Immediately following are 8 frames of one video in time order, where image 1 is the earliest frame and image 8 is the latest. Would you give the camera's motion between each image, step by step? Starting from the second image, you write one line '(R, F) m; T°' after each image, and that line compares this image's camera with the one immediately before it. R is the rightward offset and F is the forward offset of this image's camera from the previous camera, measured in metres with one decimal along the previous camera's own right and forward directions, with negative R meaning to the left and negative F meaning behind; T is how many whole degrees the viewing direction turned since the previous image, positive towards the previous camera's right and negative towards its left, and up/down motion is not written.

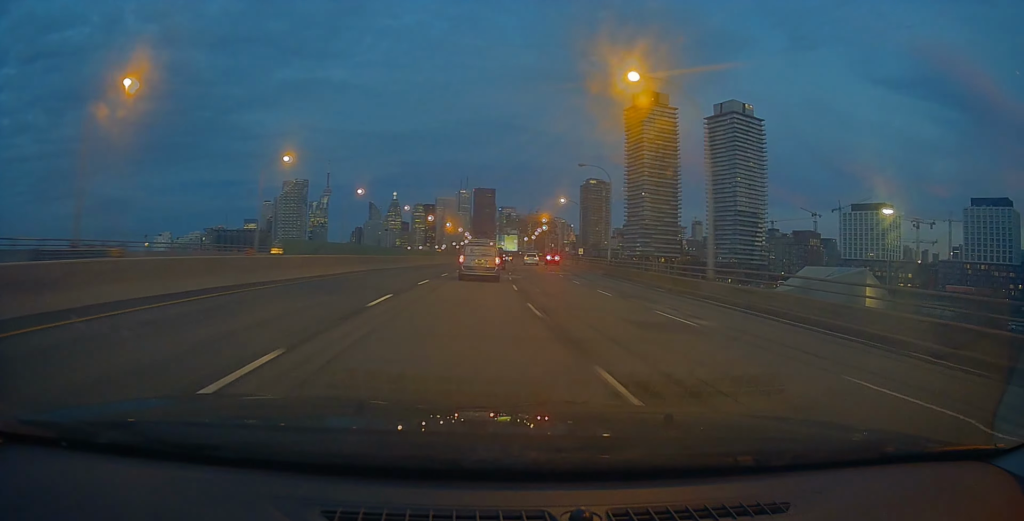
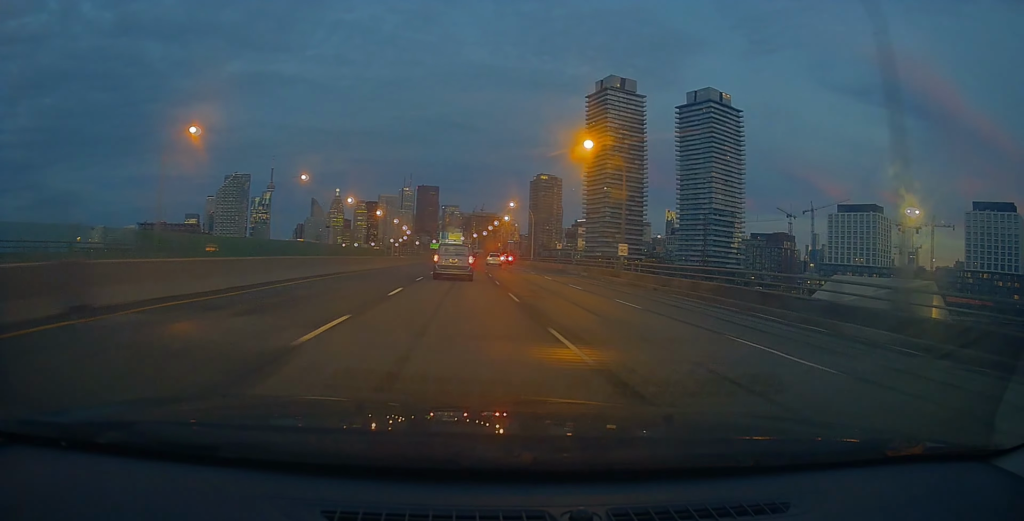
(+1.8, +40.6) m; +6°
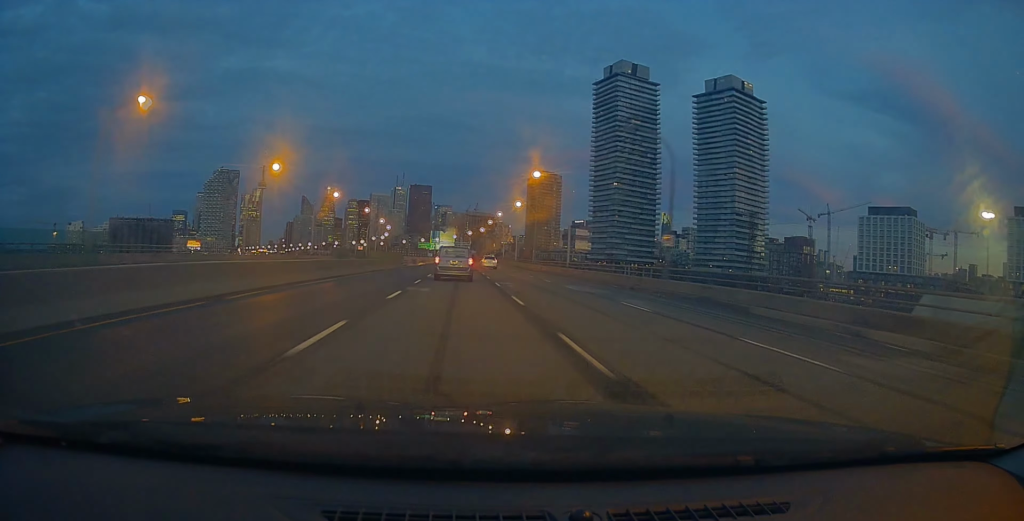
(+1.5, +36.5) m; +2°
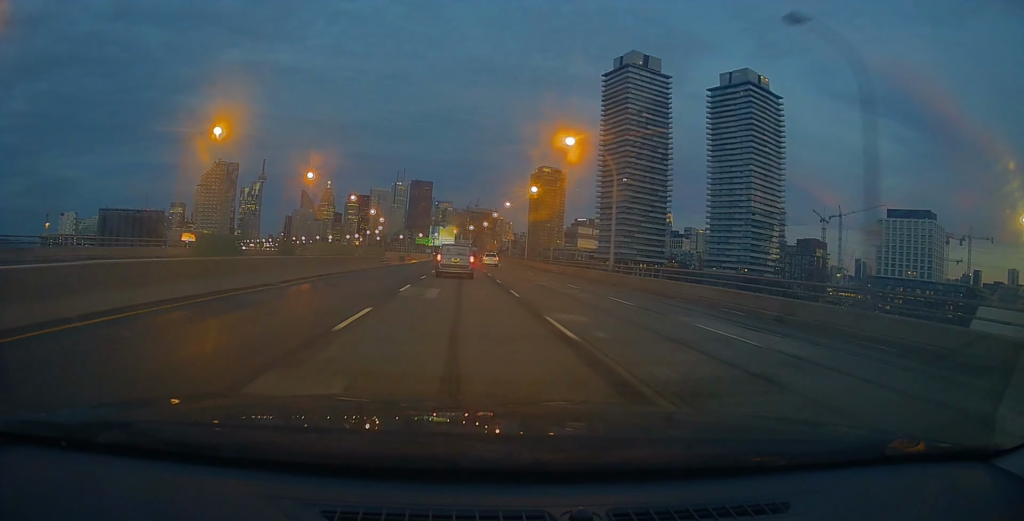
(-0.7, +15.8) m; 0°
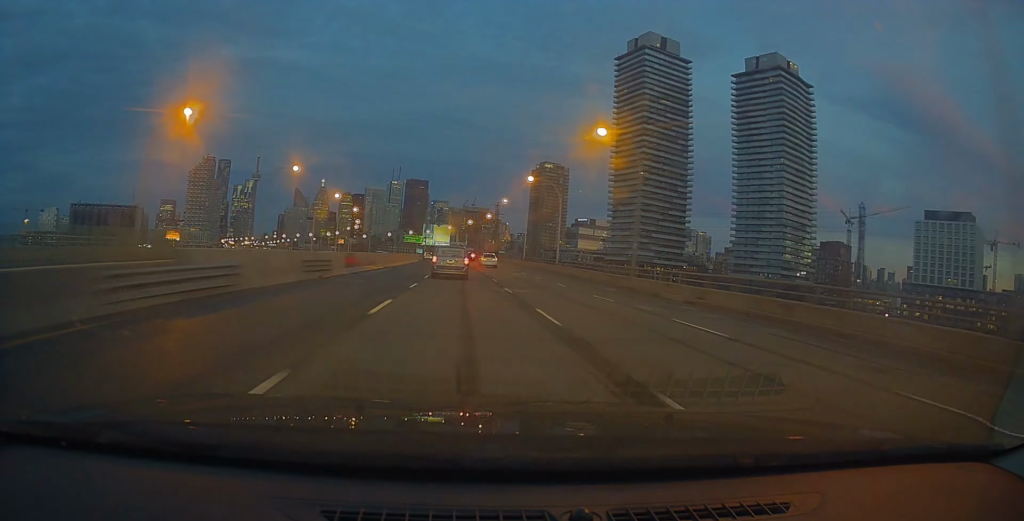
(+0.8, +32.6) m; +1°
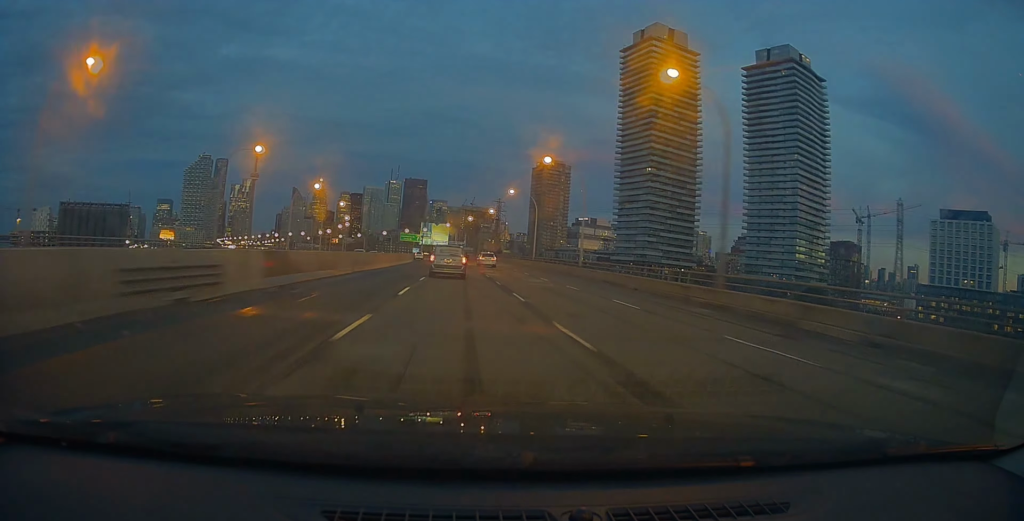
(-0.2, +12.1) m; 0°
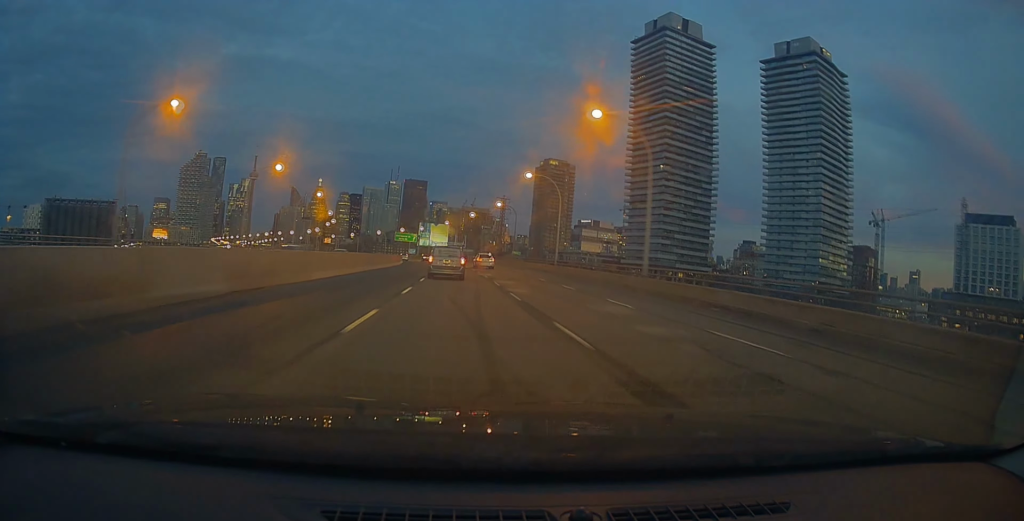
(0.0, +17.0) m; 0°
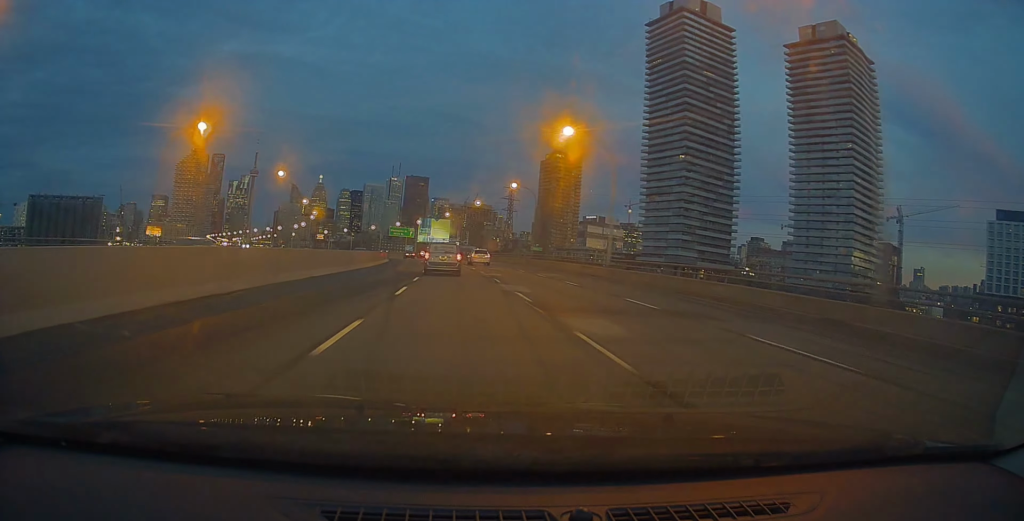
(+0.2, +19.6) m; 0°
